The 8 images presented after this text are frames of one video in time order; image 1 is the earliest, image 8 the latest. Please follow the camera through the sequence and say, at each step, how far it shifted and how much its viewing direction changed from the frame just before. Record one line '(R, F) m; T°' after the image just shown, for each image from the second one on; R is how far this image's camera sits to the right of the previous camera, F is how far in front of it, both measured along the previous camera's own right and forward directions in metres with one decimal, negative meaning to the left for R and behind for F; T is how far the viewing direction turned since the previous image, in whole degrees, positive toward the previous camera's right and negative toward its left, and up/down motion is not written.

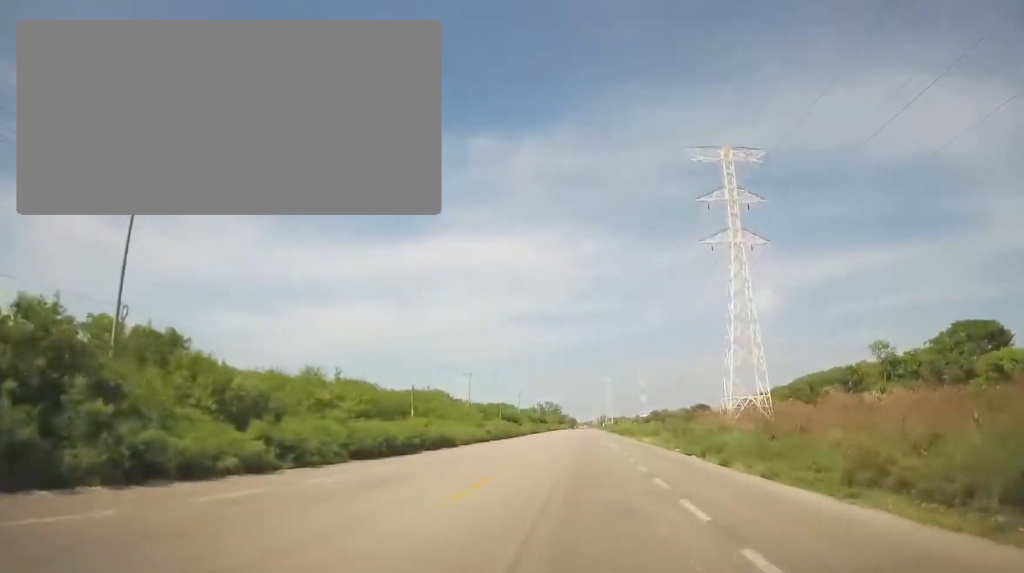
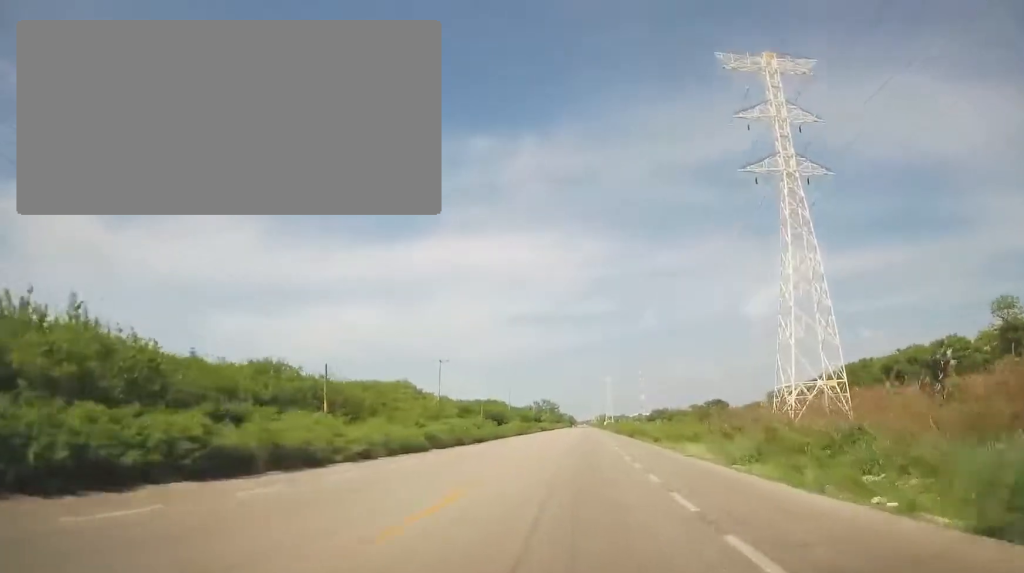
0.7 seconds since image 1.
(0.0, +19.9) m; 0°
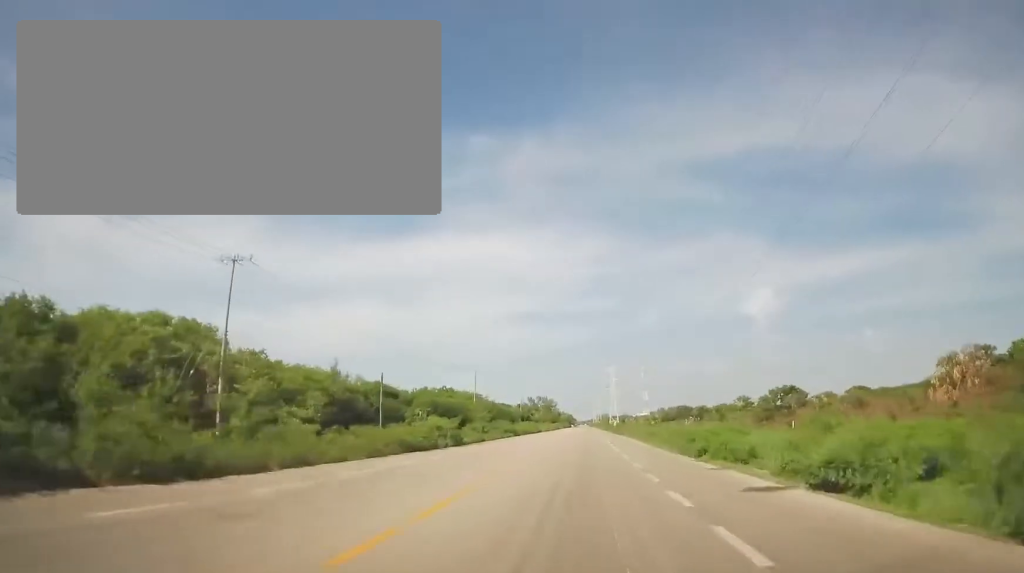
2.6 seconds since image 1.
(+0.5, +49.5) m; 0°
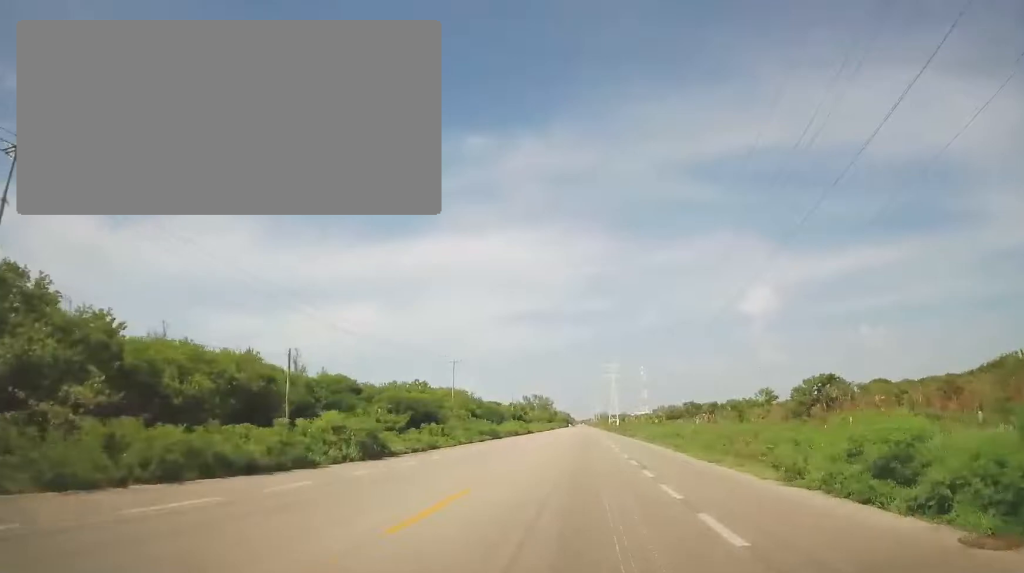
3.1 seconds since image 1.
(-0.1, +15.9) m; 0°
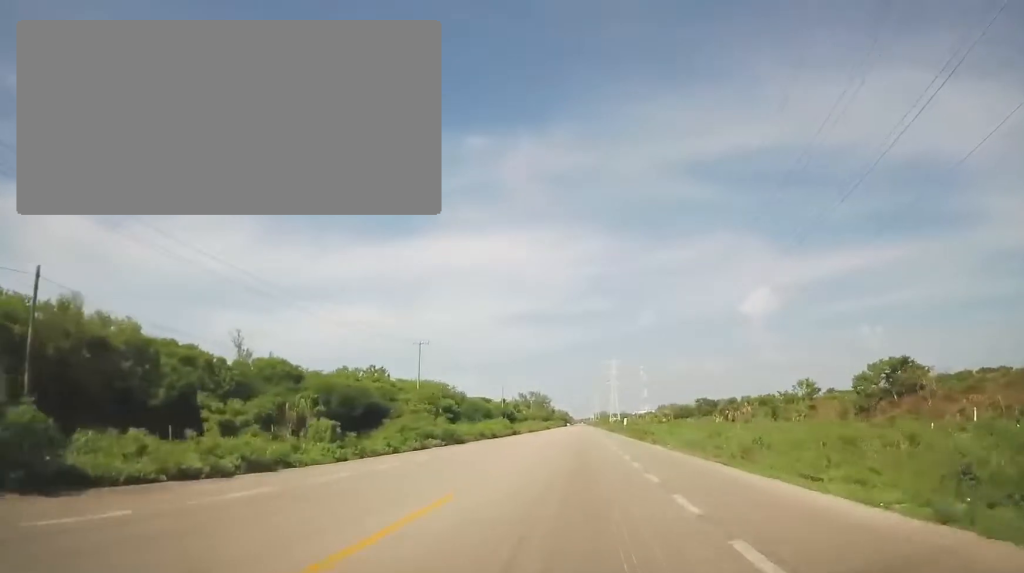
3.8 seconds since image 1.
(0.0, +18.6) m; 0°
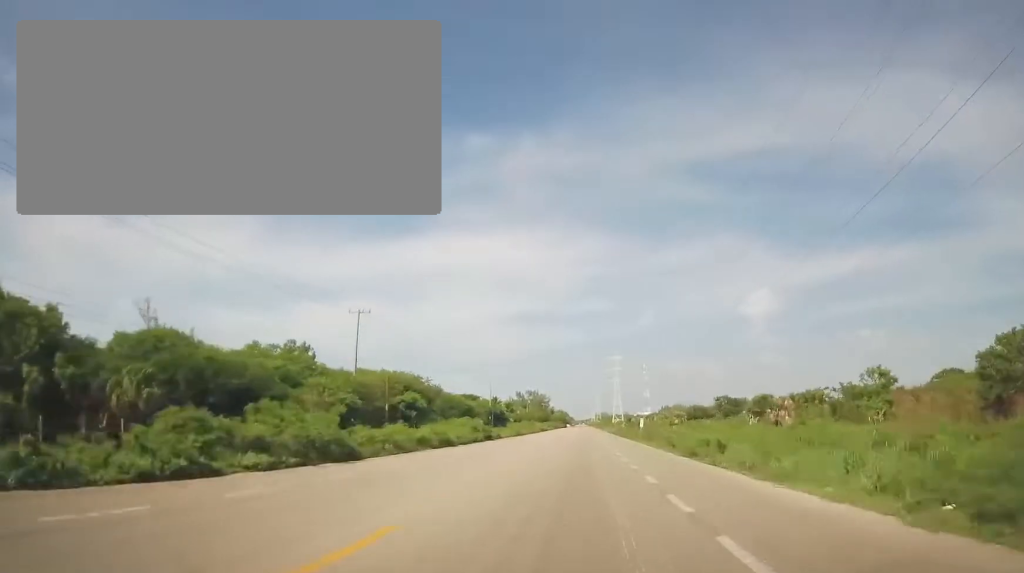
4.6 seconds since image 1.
(+0.1, +20.4) m; +1°
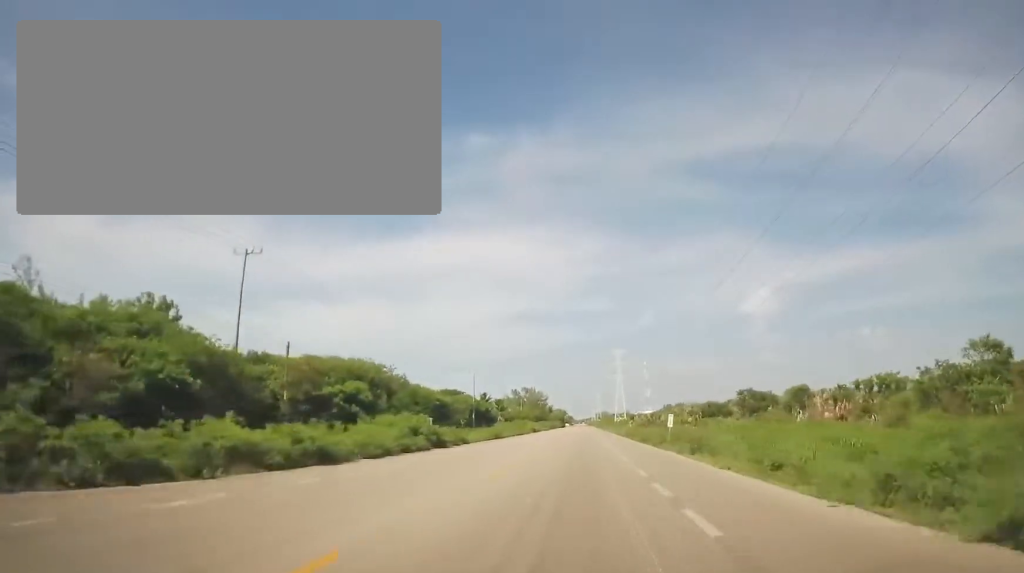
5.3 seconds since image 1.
(+0.3, +18.6) m; 0°
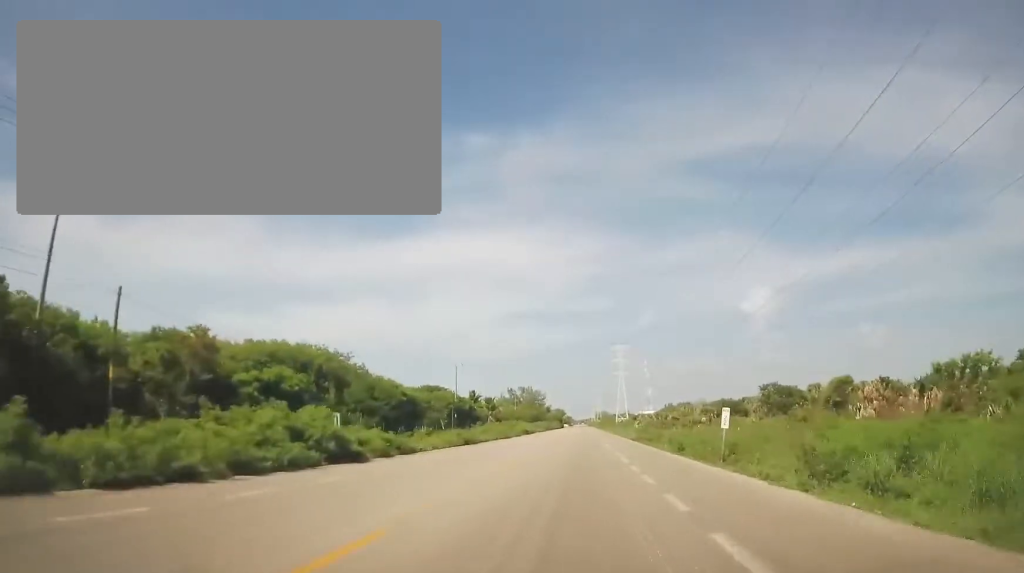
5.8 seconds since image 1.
(-0.1, +14.5) m; -1°
